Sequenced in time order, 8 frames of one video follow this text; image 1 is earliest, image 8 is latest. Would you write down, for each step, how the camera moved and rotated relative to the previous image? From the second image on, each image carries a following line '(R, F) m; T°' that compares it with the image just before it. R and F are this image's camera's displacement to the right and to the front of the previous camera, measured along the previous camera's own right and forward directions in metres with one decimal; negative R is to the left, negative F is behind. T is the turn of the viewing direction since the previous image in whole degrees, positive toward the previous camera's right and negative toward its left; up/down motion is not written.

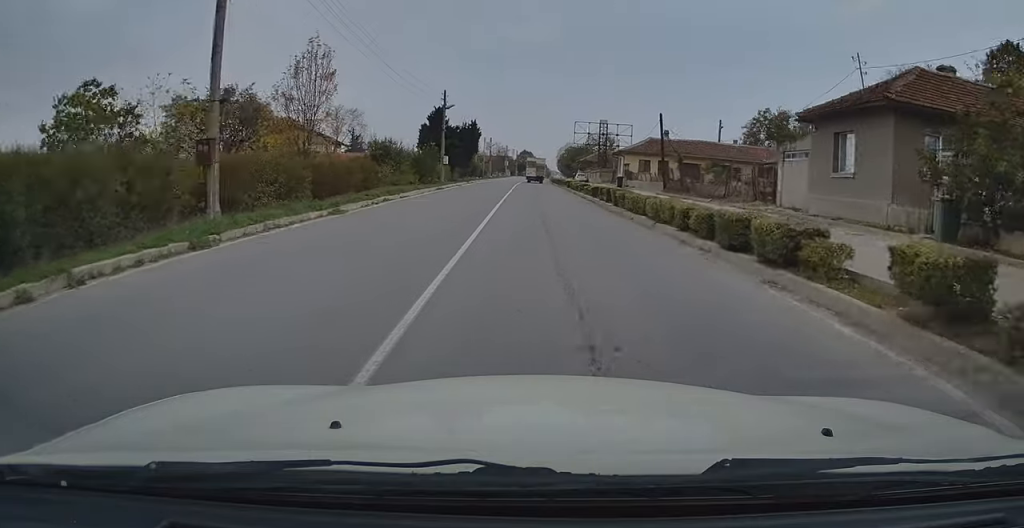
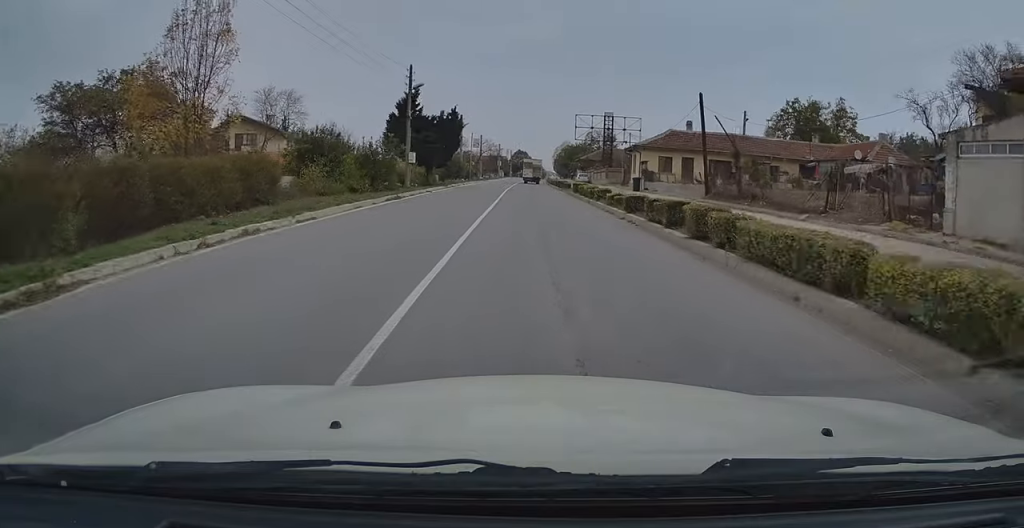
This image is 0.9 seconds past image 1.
(-0.2, +11.5) m; 0°
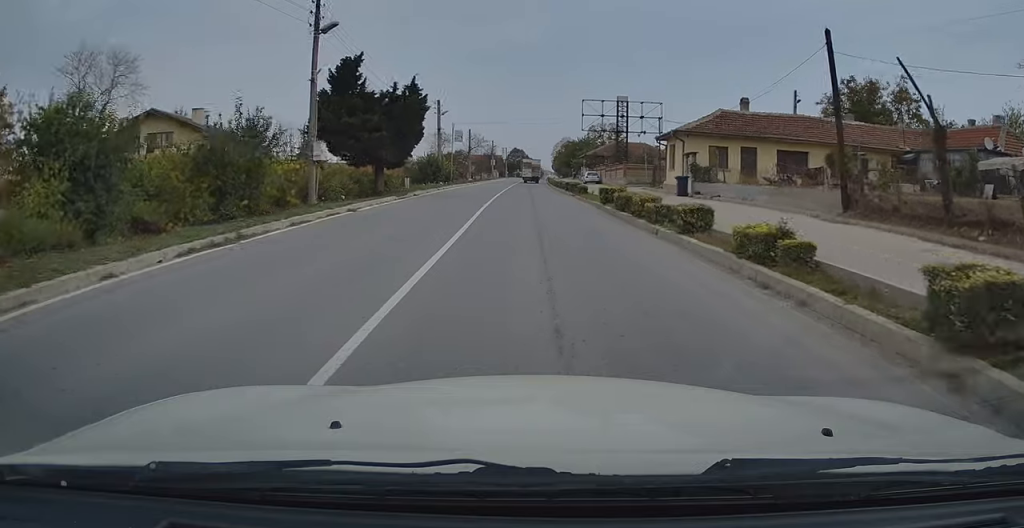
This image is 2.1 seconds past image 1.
(+0.2, +15.0) m; +1°
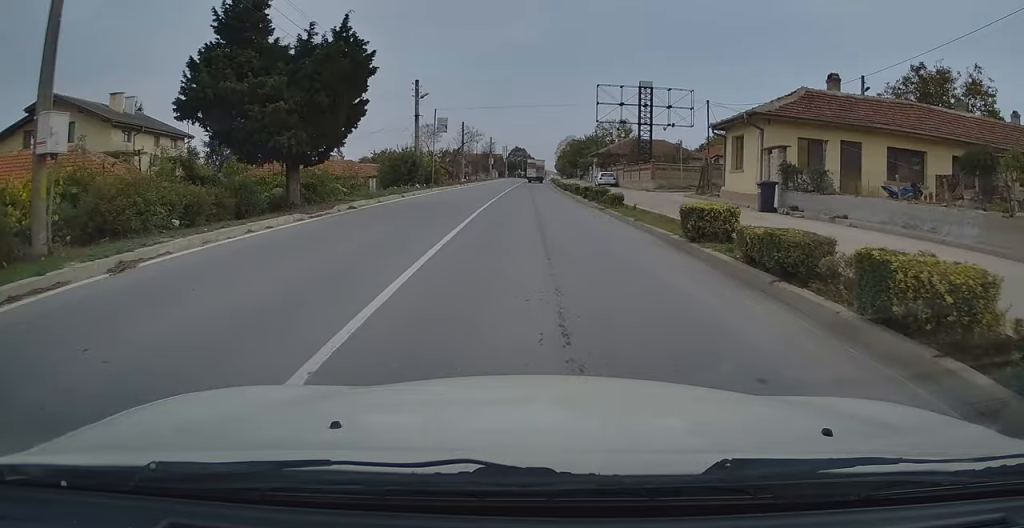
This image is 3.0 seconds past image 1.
(0.0, +12.0) m; 0°
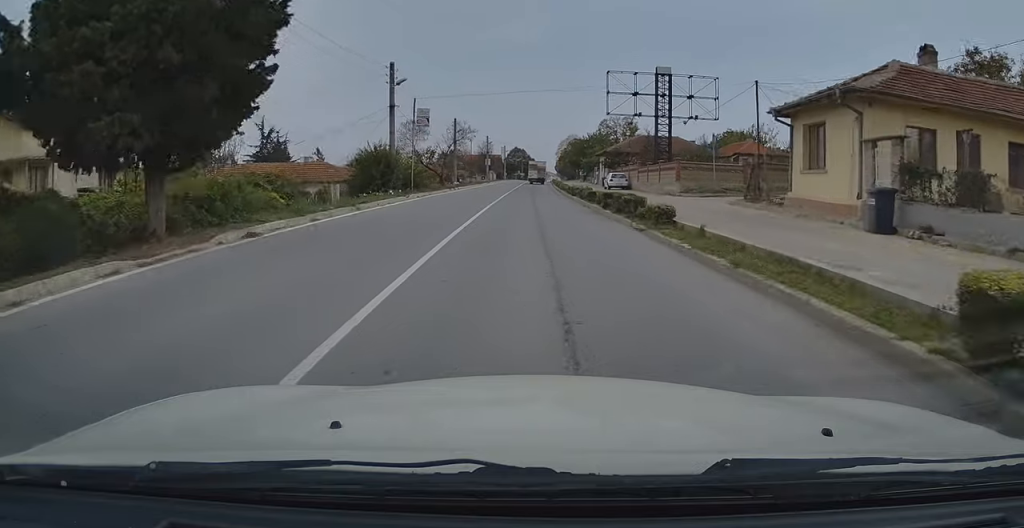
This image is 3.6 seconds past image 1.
(-0.1, +7.8) m; 0°
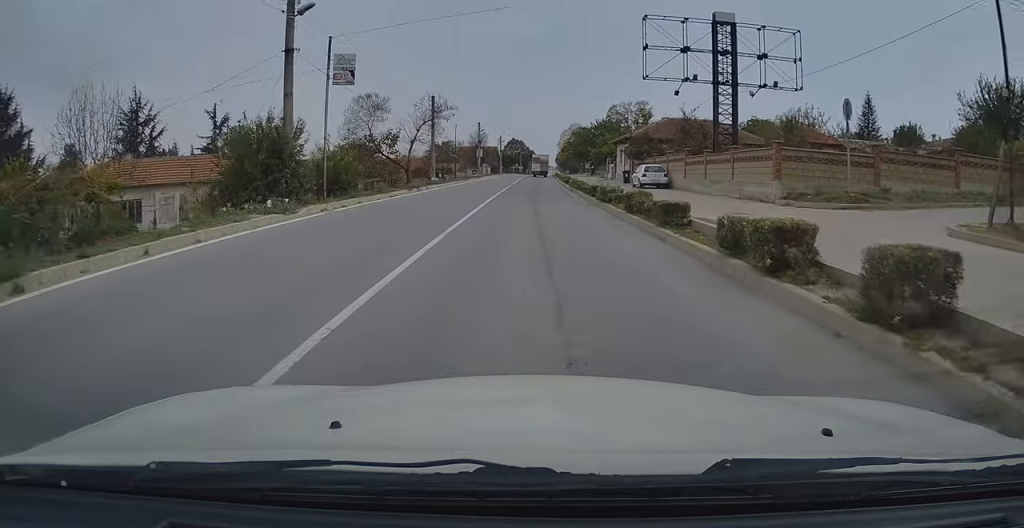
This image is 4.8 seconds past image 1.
(+0.1, +15.5) m; 0°
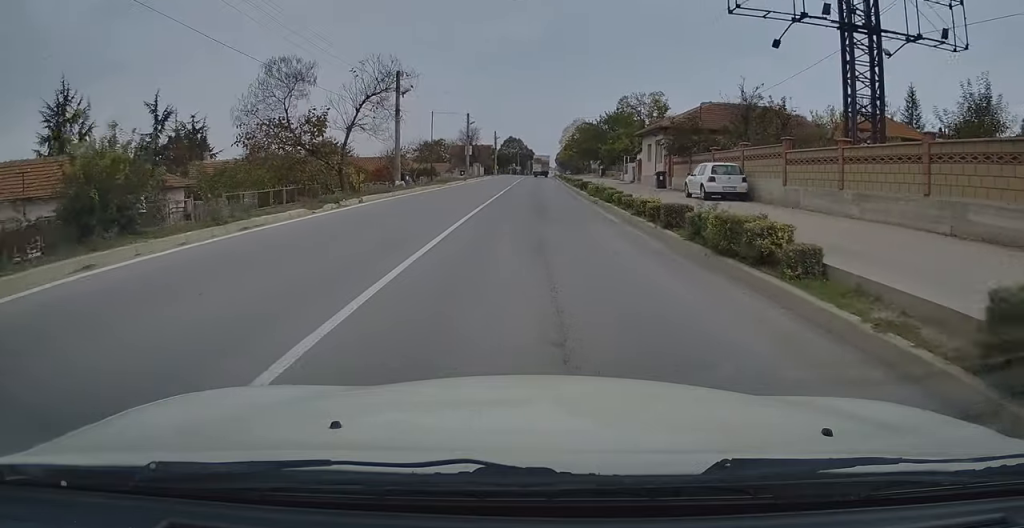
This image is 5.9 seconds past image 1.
(-0.1, +14.2) m; 0°
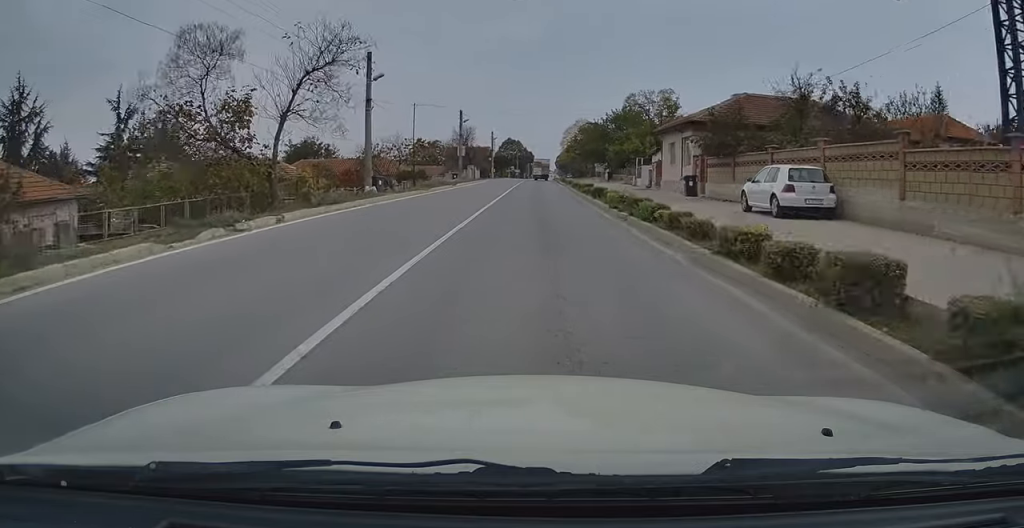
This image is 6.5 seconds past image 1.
(+0.1, +7.3) m; 0°
